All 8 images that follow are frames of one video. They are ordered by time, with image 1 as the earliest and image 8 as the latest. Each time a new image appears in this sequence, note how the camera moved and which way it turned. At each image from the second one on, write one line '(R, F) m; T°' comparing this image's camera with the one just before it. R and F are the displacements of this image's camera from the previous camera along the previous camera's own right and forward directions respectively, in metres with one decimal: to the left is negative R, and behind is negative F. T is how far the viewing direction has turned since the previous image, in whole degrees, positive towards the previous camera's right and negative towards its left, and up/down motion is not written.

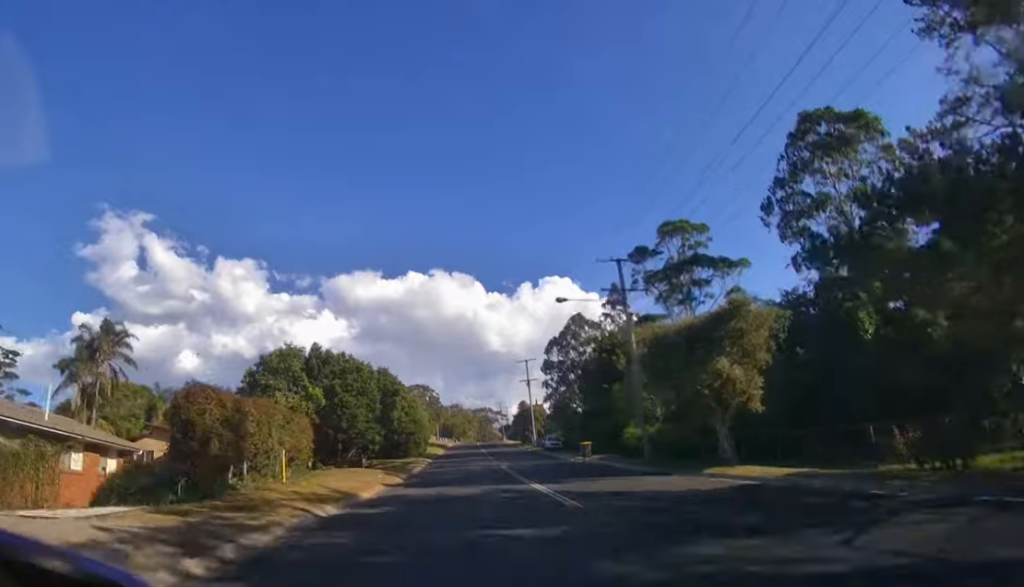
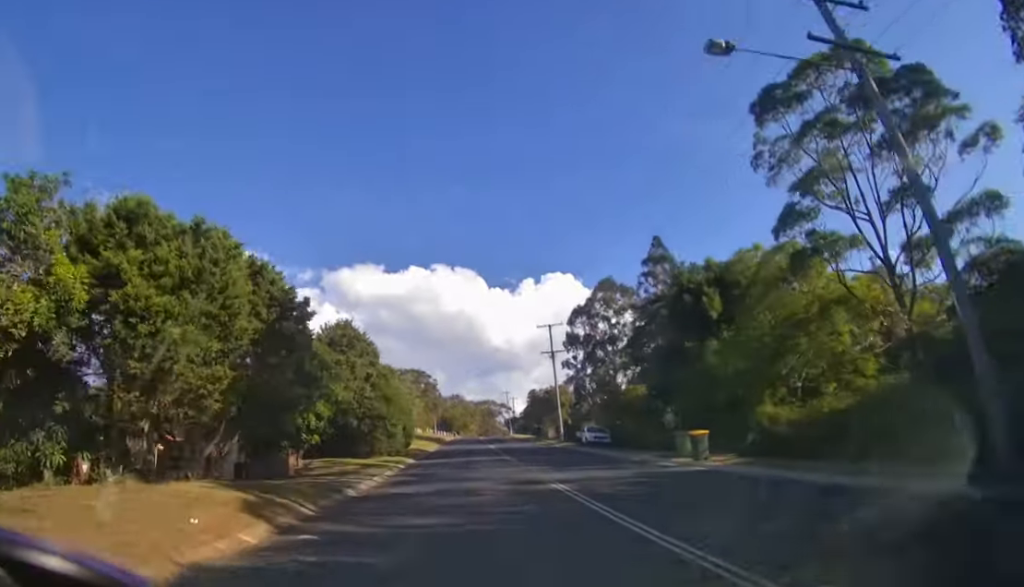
(0.0, +17.2) m; 0°
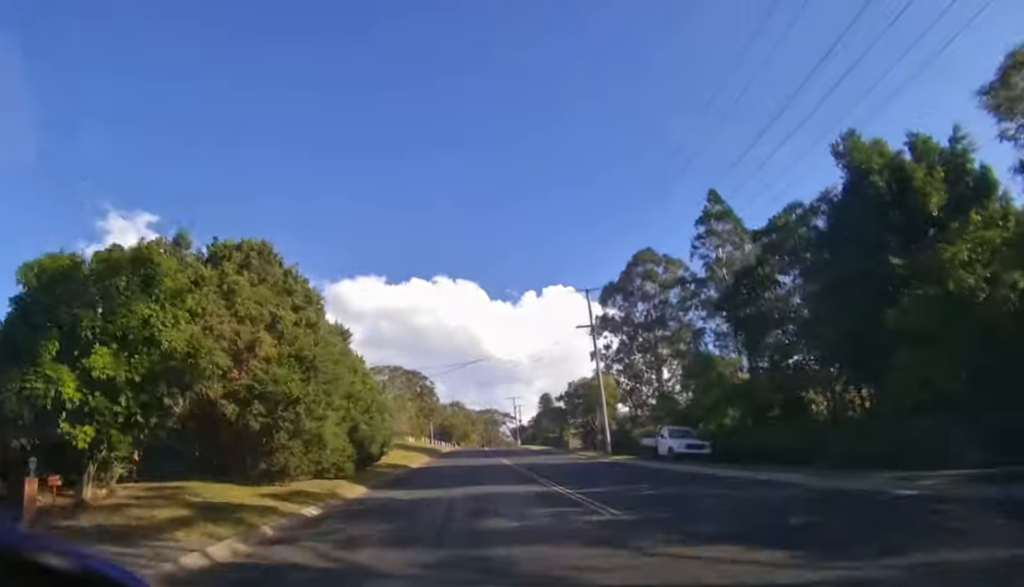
(0.0, +15.9) m; 0°
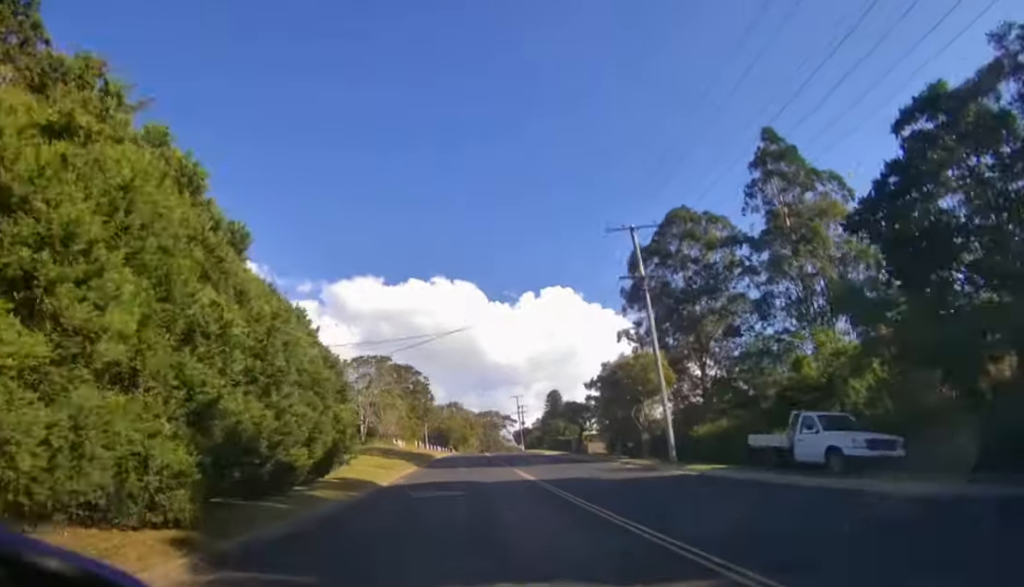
(0.0, +10.8) m; 0°
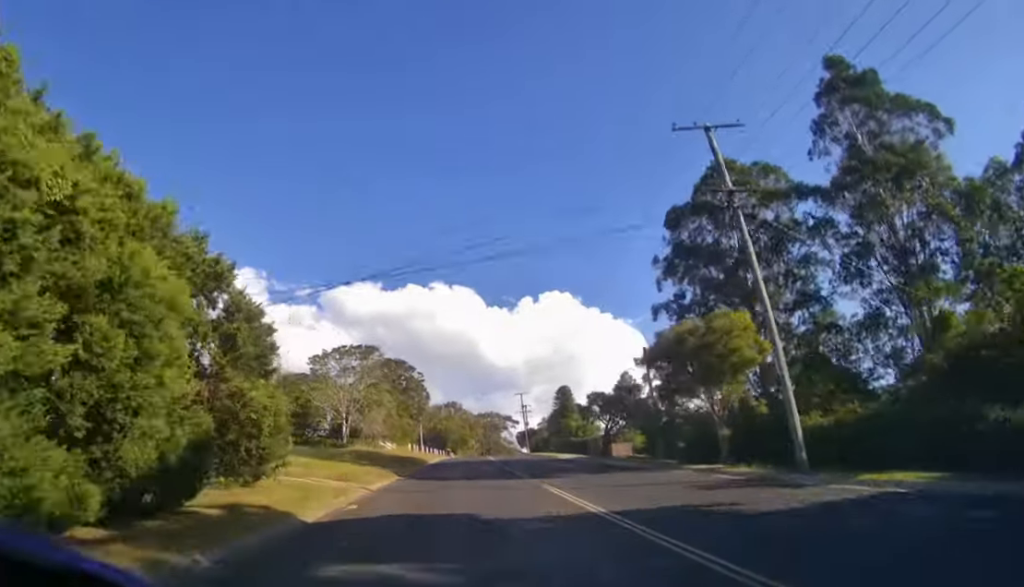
(0.0, +9.2) m; 0°
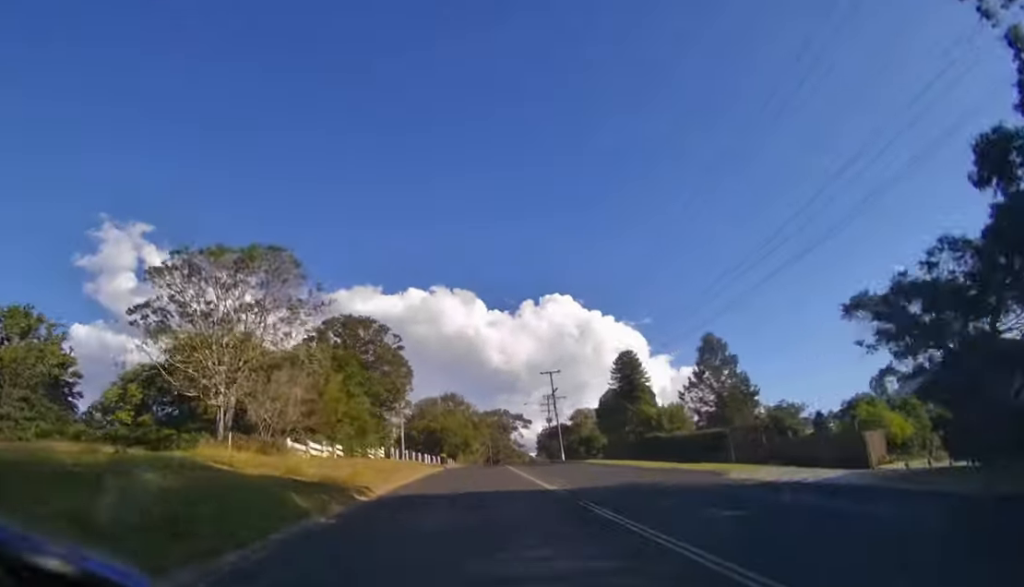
(+0.1, +31.0) m; 0°
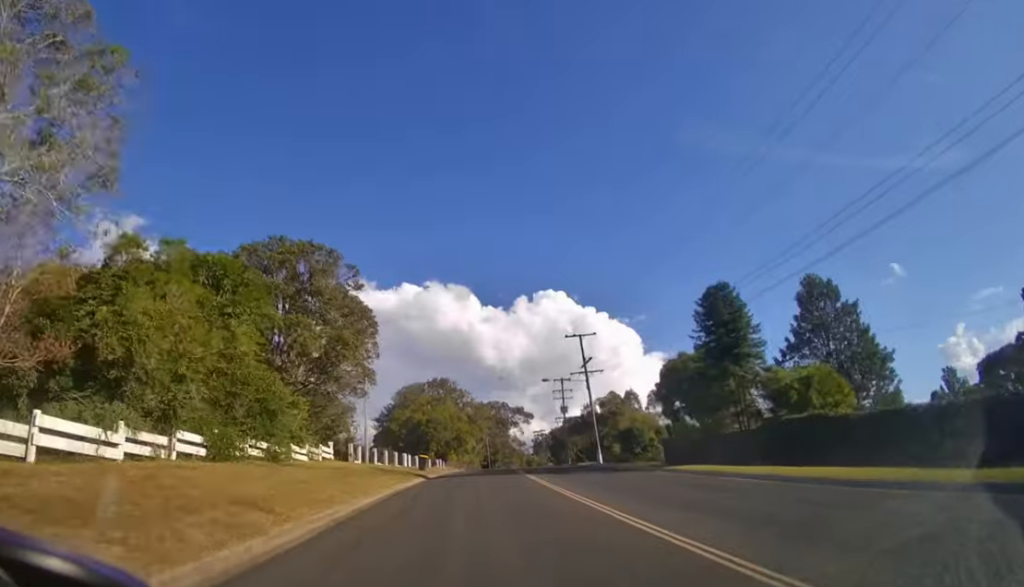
(0.0, +21.7) m; +1°
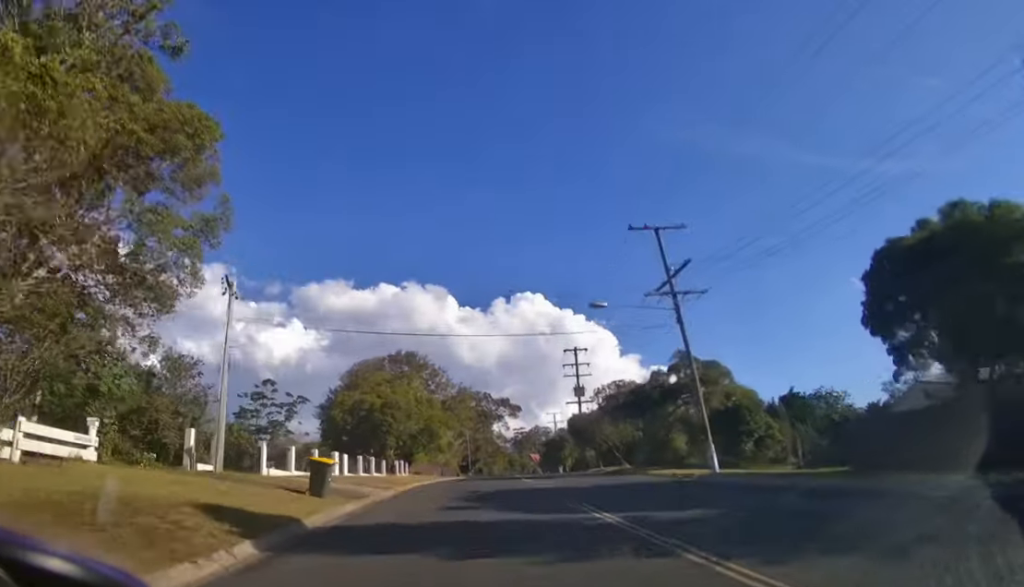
(+0.3, +21.1) m; +2°
